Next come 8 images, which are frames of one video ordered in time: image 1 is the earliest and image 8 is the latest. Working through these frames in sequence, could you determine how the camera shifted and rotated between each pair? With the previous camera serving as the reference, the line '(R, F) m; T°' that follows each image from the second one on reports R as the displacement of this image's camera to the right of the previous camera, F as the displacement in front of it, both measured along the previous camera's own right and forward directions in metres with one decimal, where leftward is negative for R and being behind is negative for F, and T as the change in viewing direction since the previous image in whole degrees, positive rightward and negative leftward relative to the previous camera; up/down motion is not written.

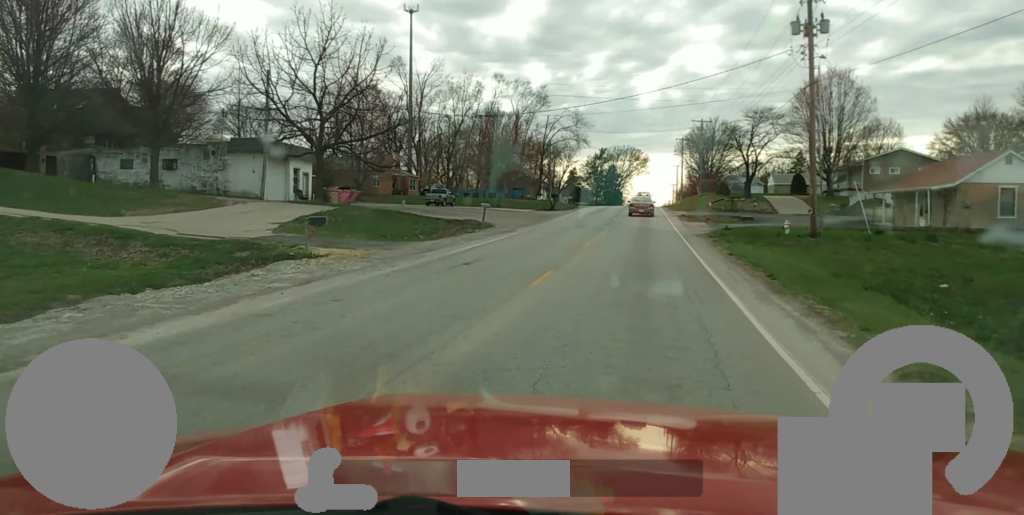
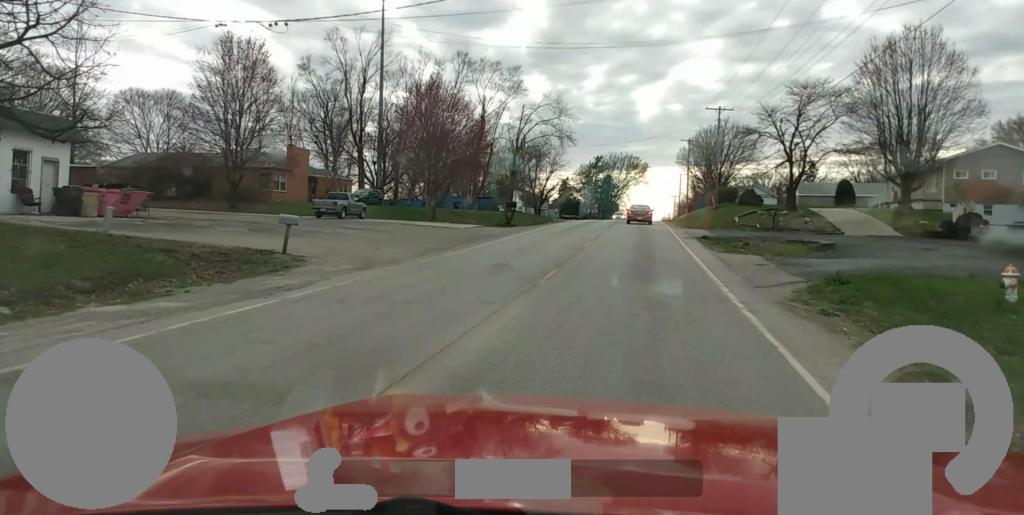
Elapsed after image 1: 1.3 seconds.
(+0.1, +22.9) m; 0°
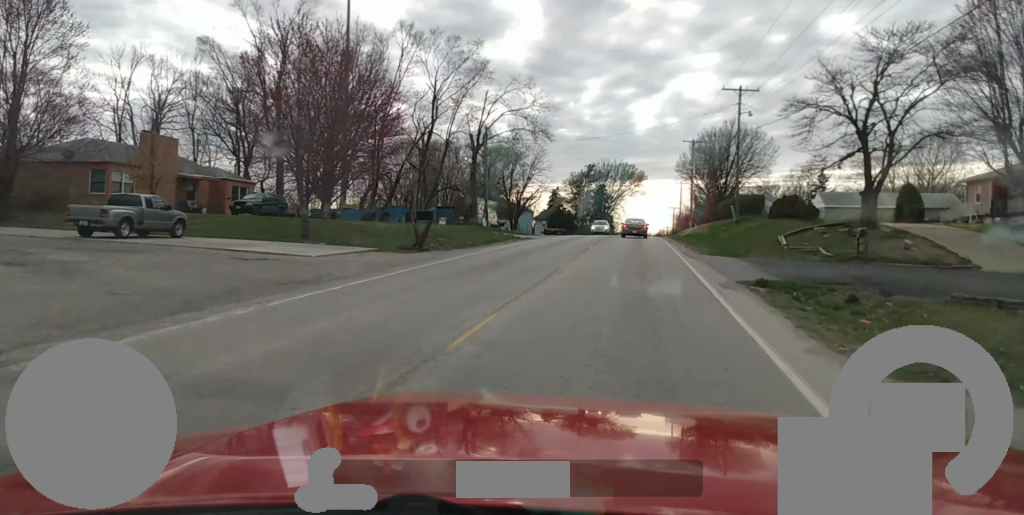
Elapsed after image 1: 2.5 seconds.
(0.0, +19.6) m; 0°
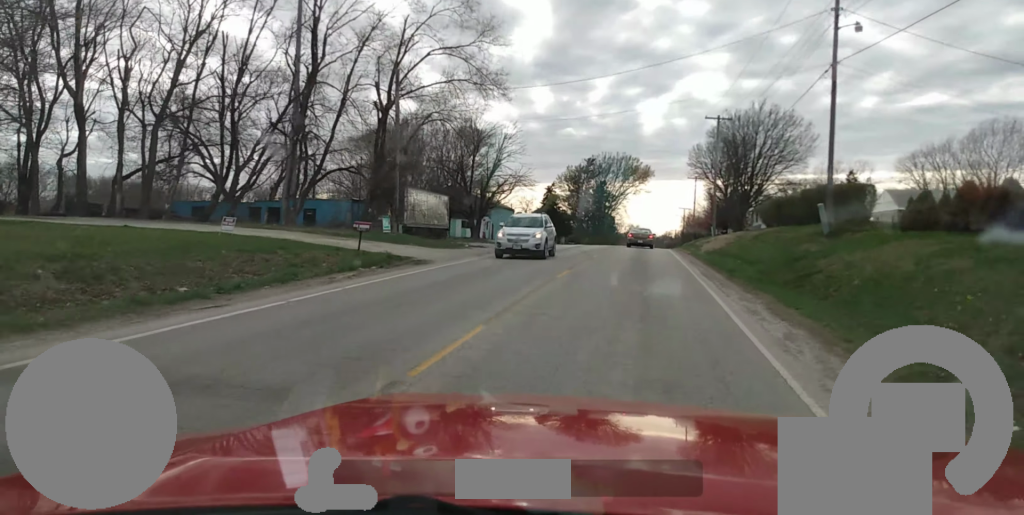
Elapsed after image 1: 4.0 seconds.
(0.0, +25.4) m; 0°
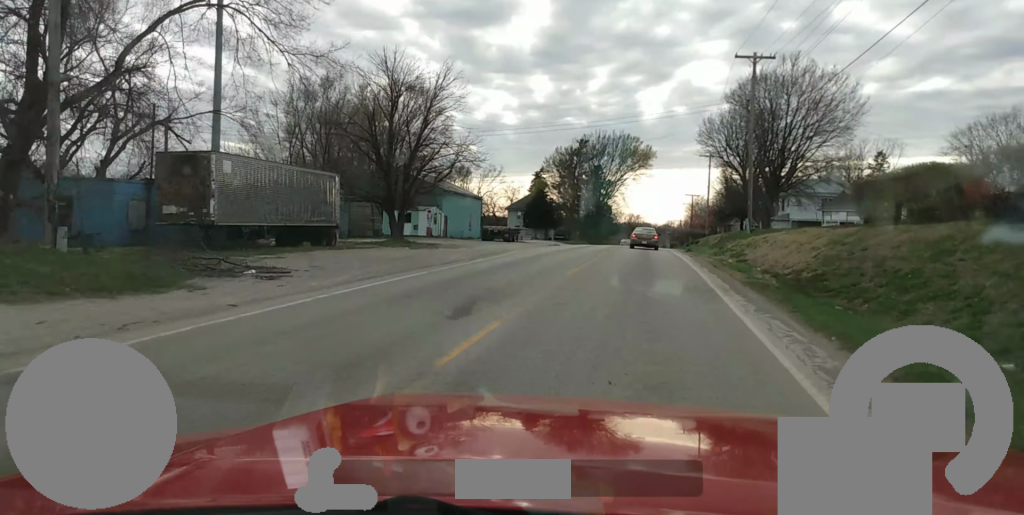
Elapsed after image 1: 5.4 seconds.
(-0.3, +22.6) m; -1°
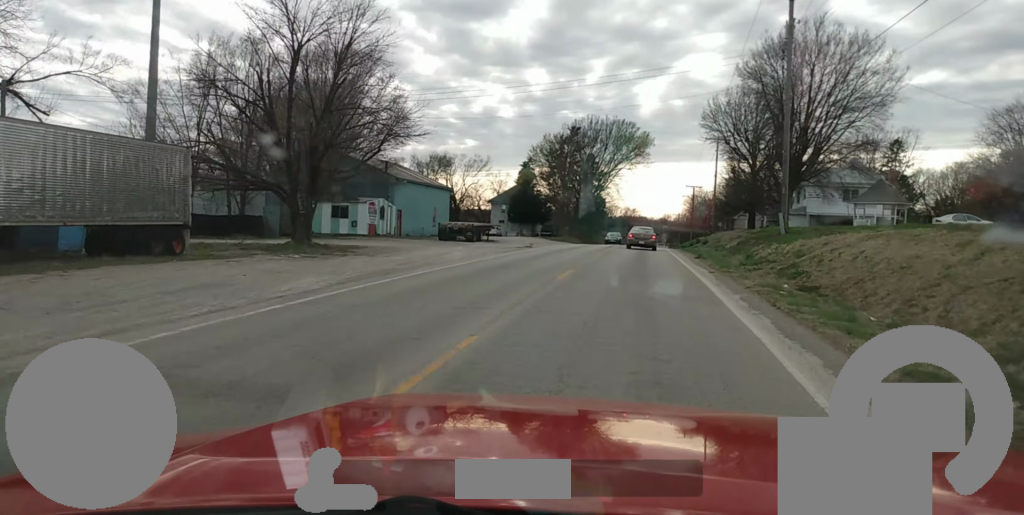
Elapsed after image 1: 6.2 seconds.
(-0.1, +12.4) m; 0°
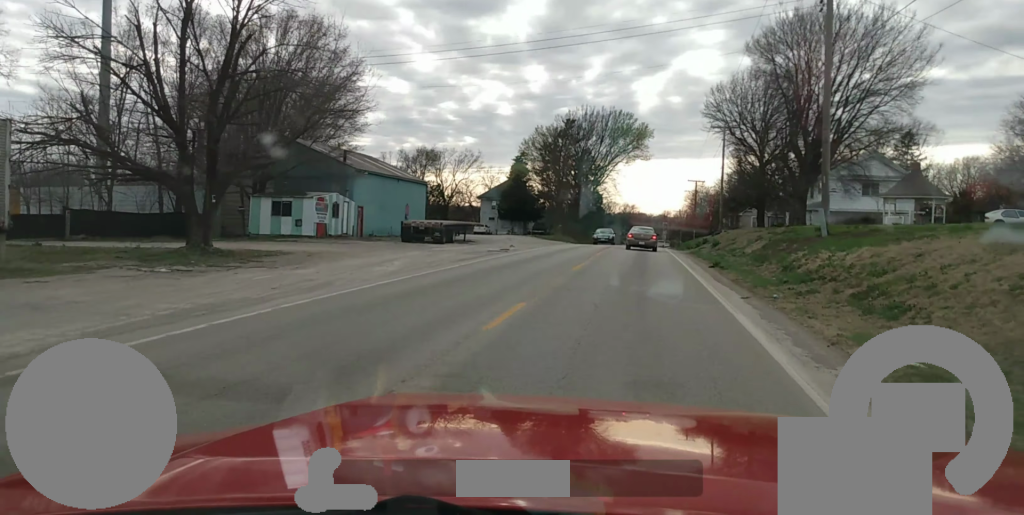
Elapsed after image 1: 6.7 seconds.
(0.0, +7.9) m; 0°
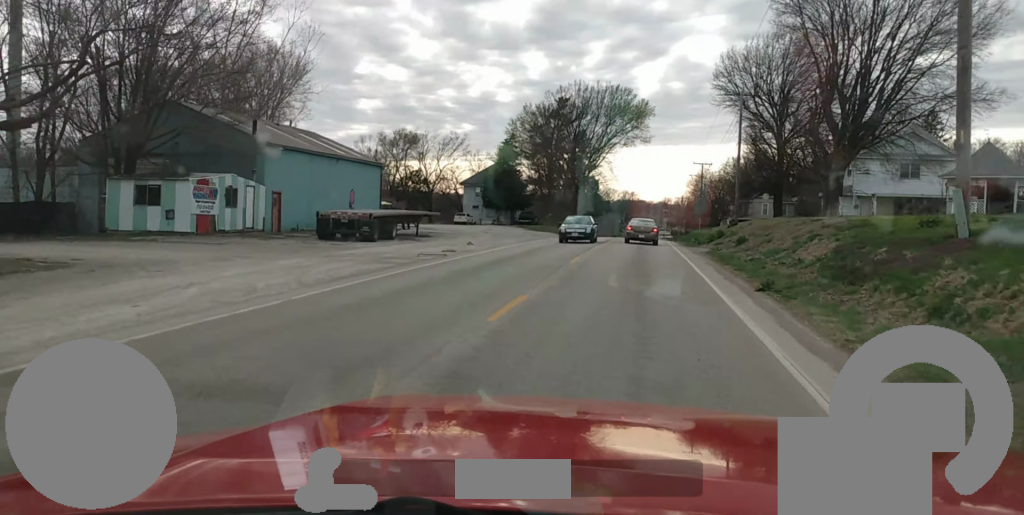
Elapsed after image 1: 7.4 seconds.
(+0.1, +10.9) m; 0°
